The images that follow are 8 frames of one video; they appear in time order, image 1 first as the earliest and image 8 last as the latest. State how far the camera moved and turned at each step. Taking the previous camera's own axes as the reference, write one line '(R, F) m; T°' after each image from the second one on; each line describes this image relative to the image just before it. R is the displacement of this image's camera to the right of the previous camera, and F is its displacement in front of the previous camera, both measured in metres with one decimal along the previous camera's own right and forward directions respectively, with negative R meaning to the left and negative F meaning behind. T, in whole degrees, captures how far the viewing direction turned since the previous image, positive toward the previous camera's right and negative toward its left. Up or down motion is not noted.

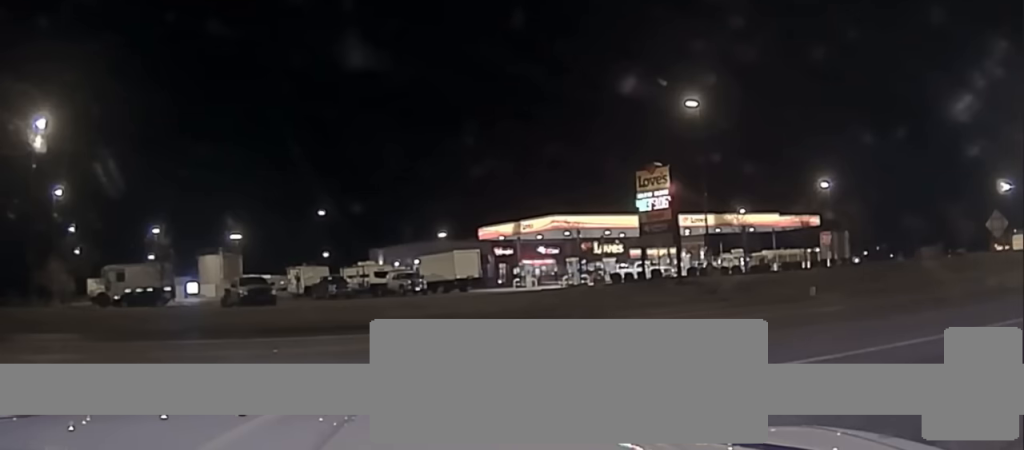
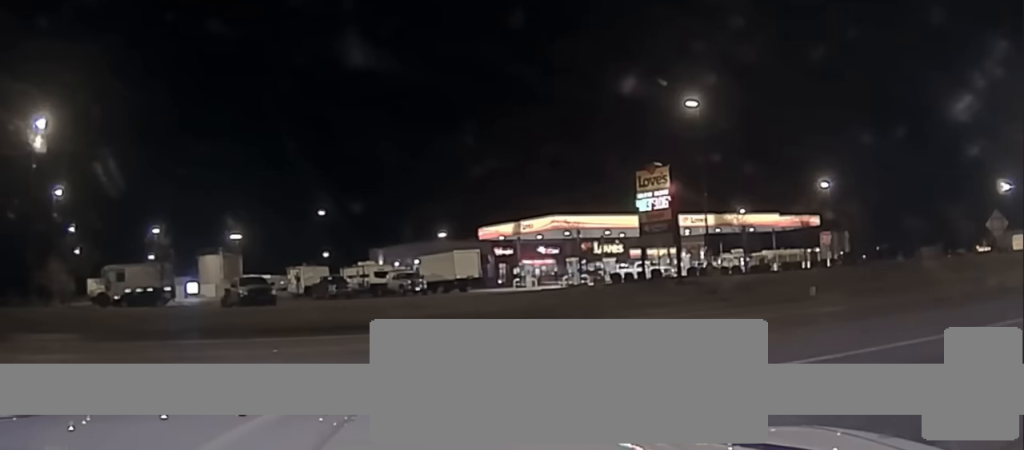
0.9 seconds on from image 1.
(0.0, 0.0) m; 0°
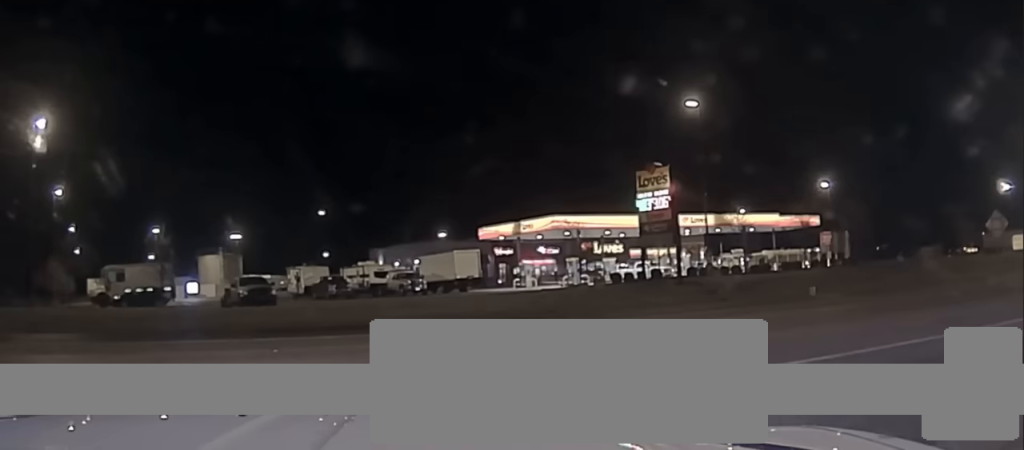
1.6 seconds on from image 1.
(0.0, 0.0) m; 0°
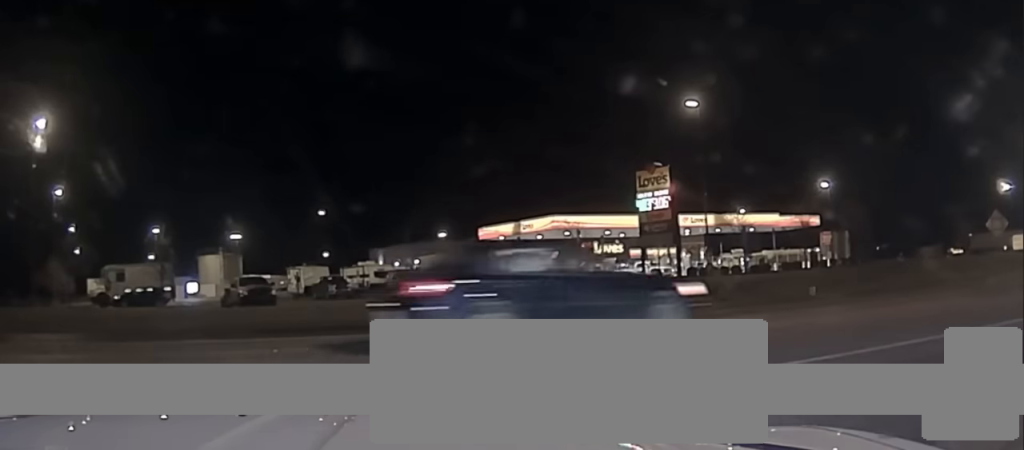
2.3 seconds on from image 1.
(0.0, 0.0) m; 0°
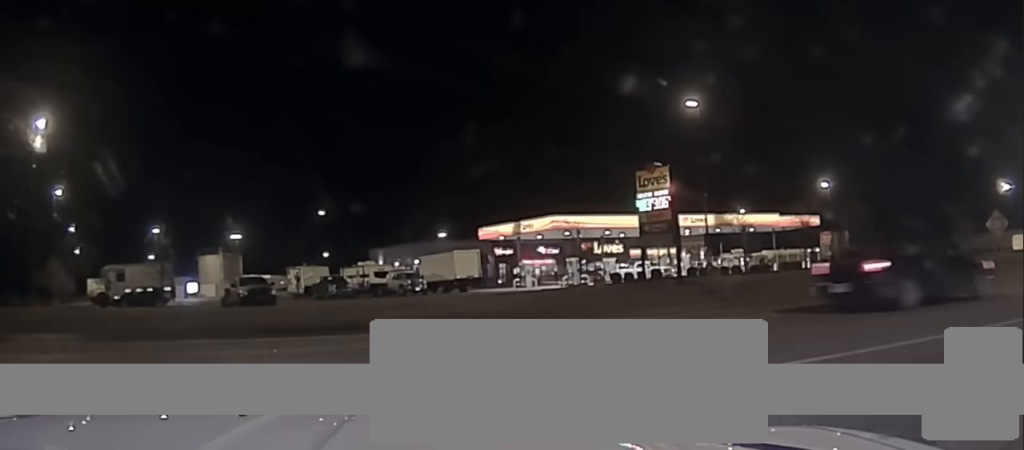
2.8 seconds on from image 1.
(0.0, 0.0) m; 0°
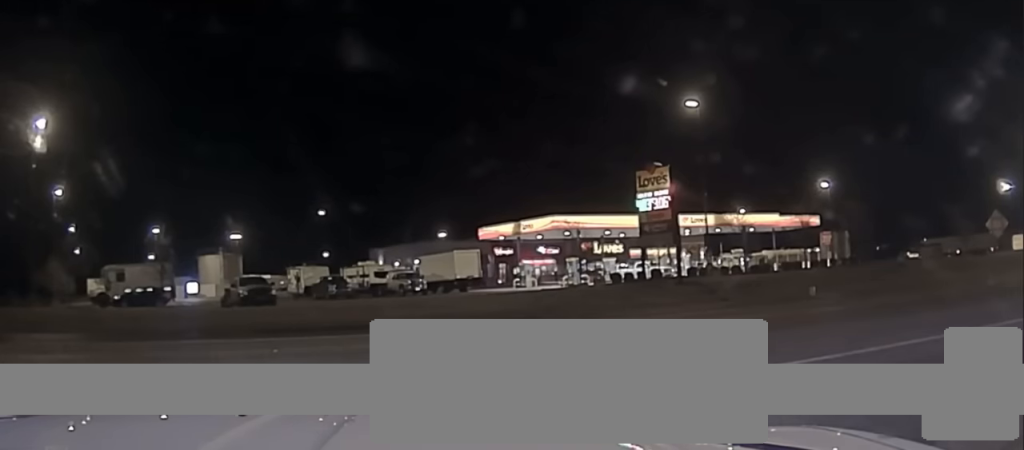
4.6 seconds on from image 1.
(0.0, 0.0) m; 0°
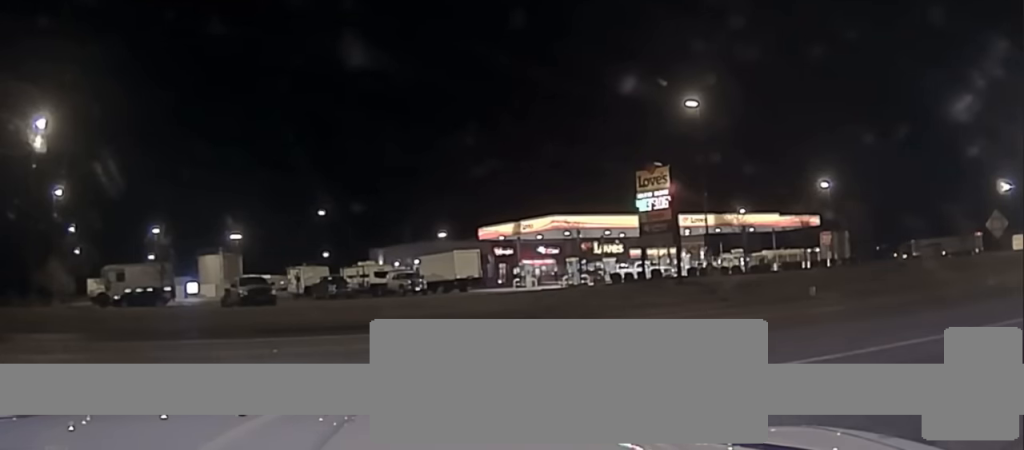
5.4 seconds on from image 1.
(0.0, 0.0) m; 0°
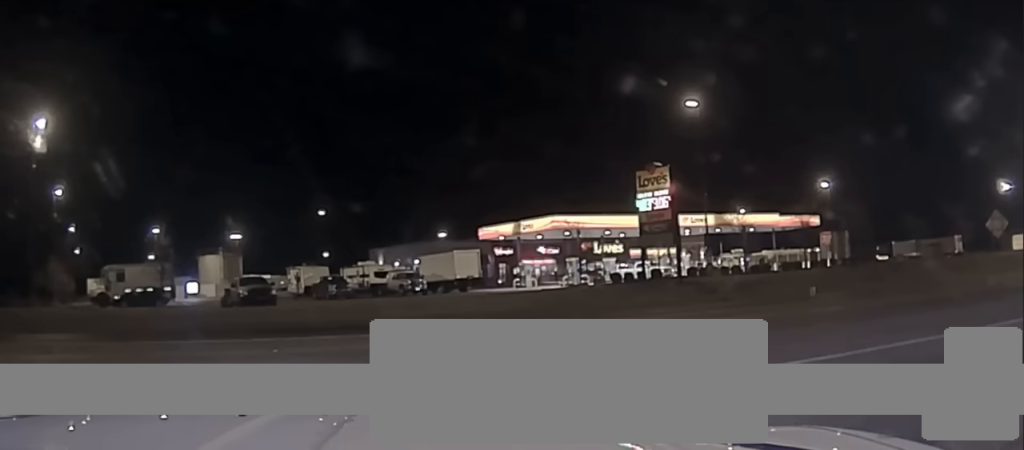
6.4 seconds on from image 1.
(0.0, 0.0) m; 0°
